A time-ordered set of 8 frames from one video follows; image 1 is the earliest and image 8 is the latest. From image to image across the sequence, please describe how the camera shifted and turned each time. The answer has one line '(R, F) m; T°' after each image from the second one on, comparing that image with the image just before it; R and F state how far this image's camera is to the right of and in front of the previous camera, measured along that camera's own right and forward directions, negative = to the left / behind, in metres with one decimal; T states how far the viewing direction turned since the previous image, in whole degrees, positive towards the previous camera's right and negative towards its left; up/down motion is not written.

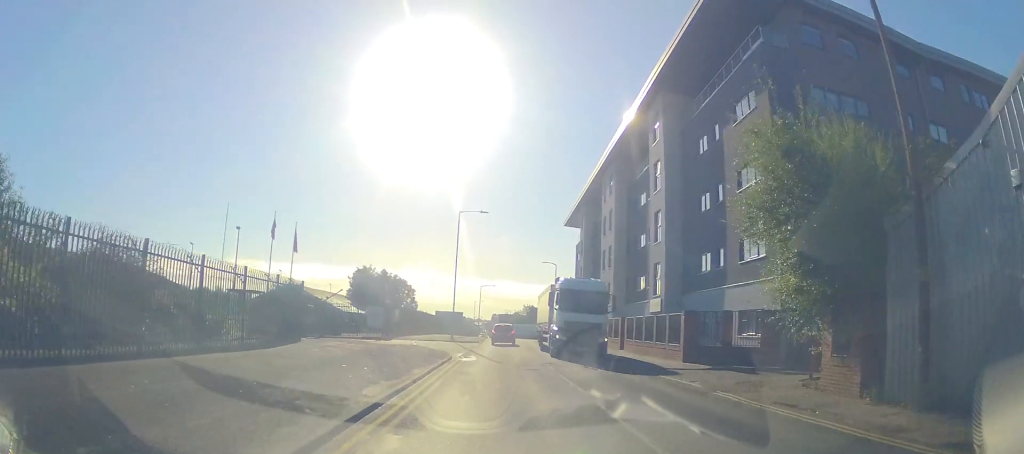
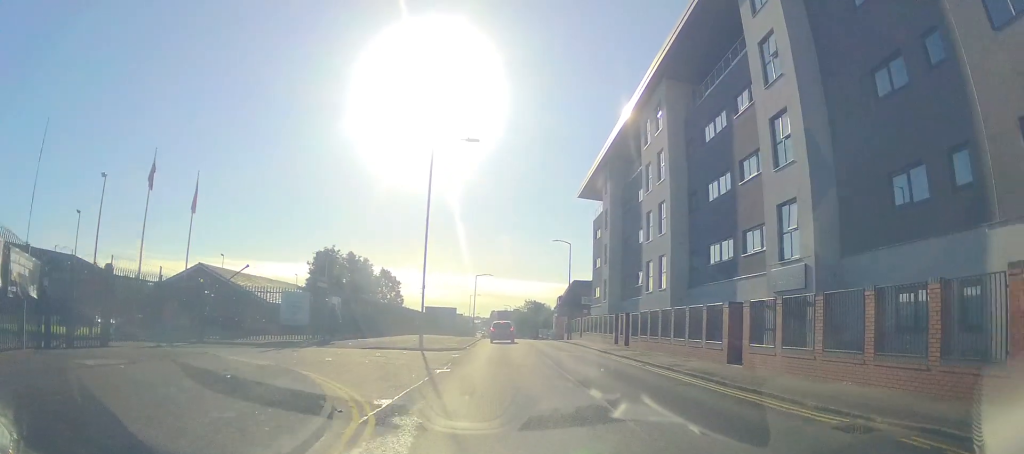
(0.0, +17.3) m; +2°
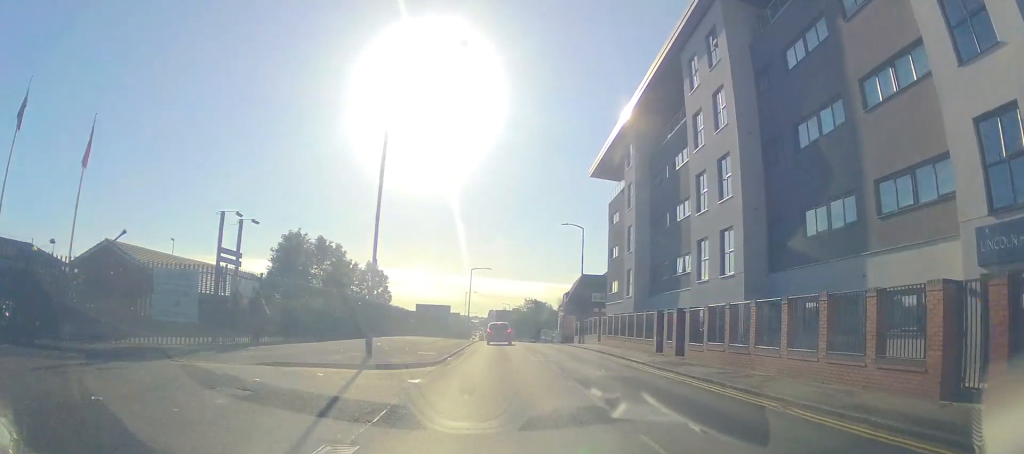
(+0.3, +10.4) m; +2°
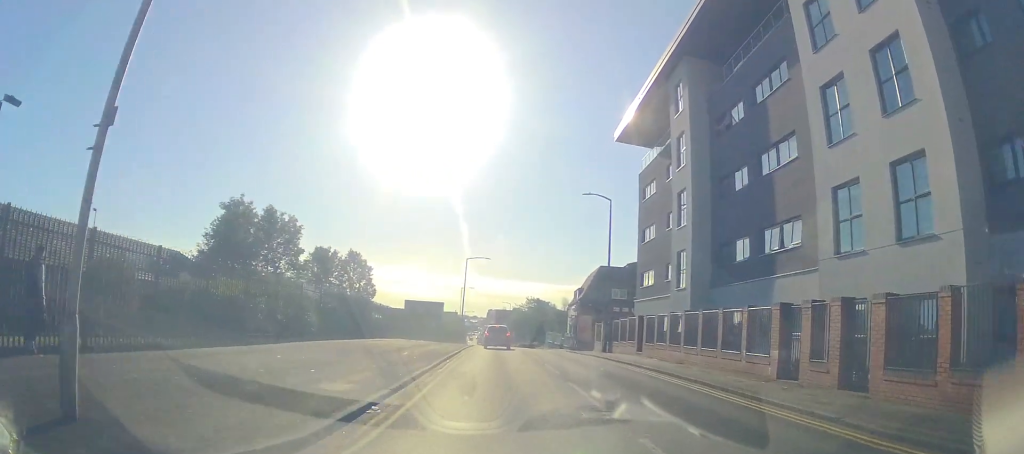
(+0.2, +12.1) m; -1°
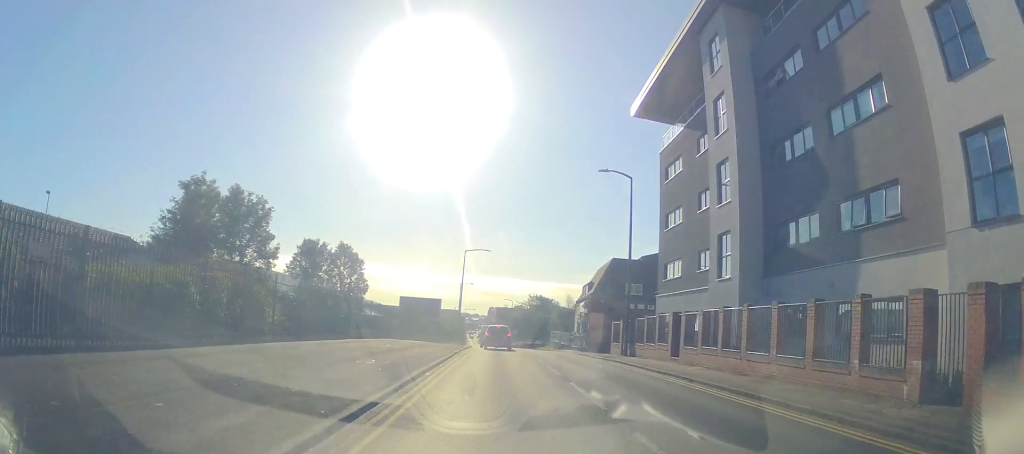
(-0.1, +5.8) m; -1°
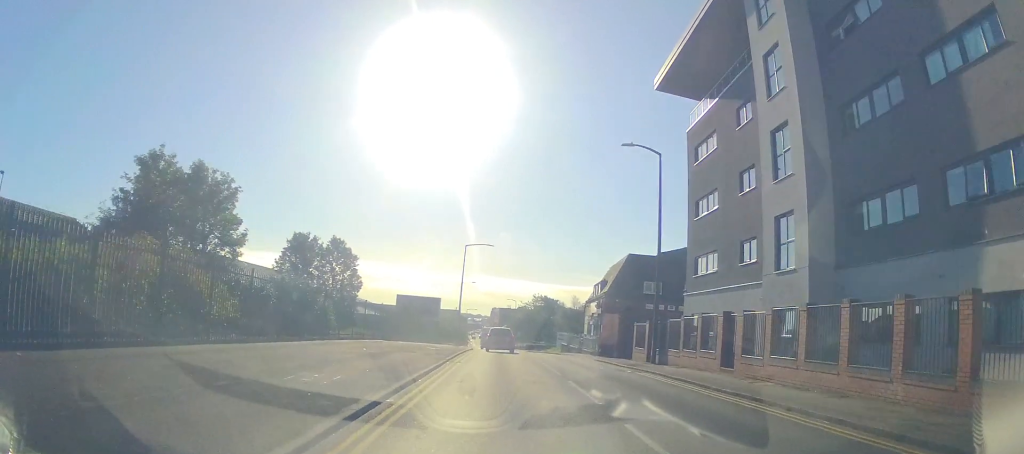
(-0.1, +5.4) m; -1°
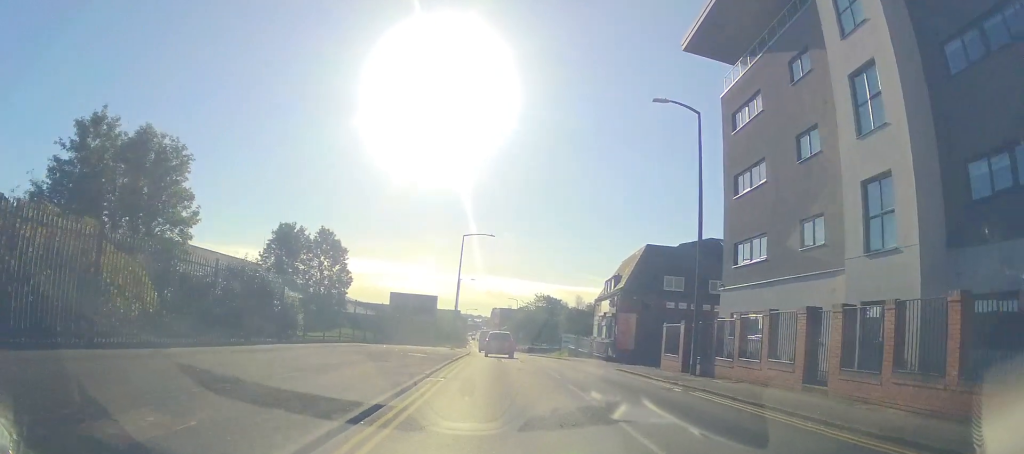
(+0.1, +5.6) m; -2°
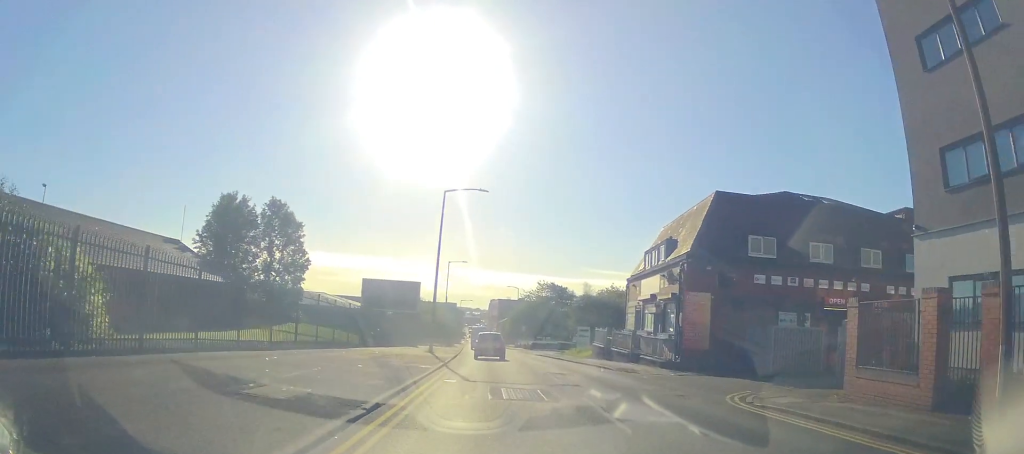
(-0.5, +14.6) m; 0°
